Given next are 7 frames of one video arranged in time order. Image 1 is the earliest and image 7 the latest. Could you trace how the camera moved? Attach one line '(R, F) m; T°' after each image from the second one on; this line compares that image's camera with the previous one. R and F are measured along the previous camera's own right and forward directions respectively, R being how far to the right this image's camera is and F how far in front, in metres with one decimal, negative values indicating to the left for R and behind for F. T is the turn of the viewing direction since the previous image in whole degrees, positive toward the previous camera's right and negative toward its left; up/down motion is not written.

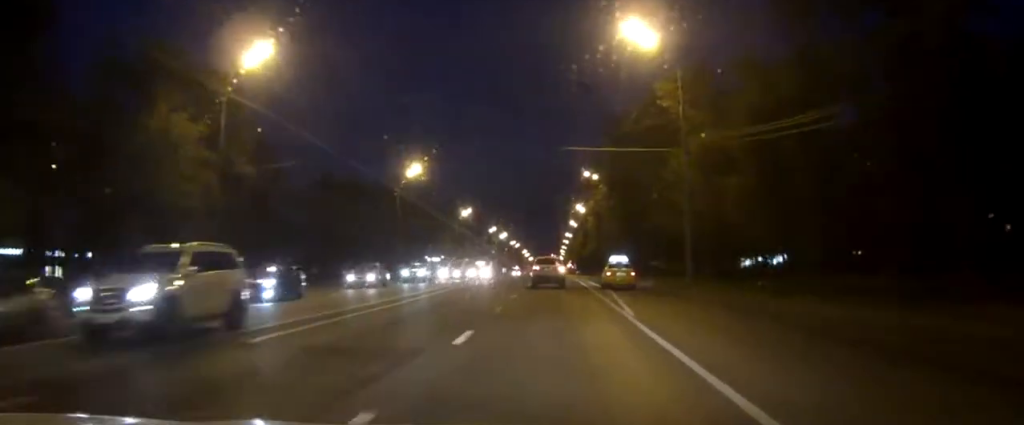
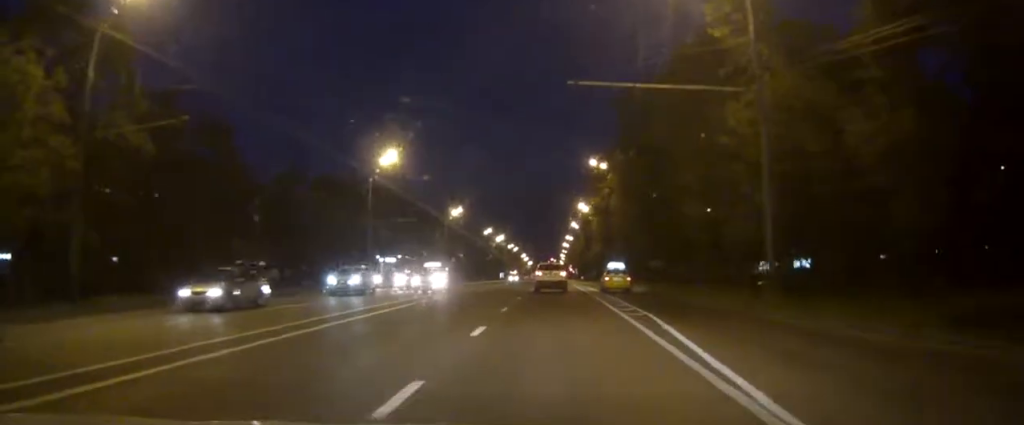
(0.0, +14.3) m; 0°
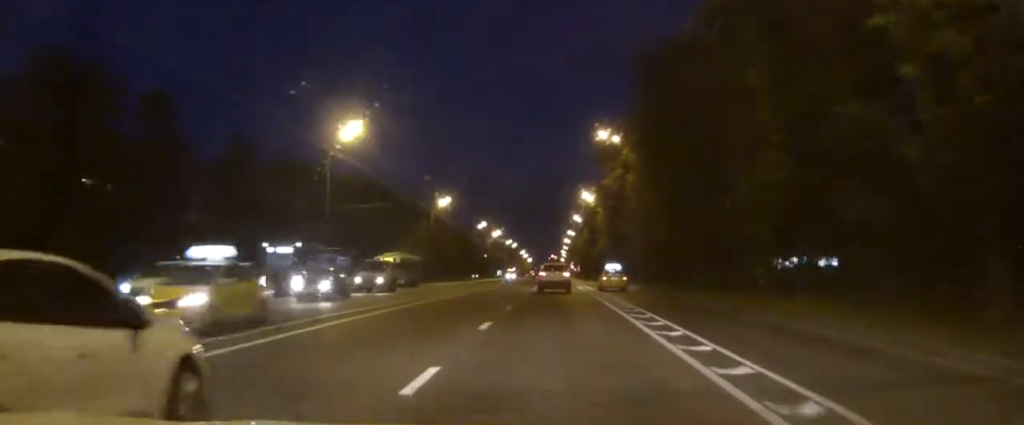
(0.0, +15.3) m; -1°
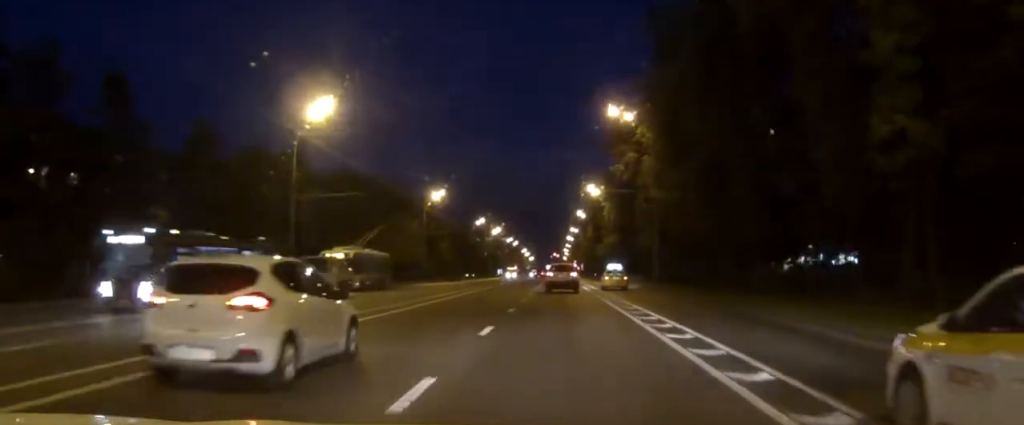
(-0.2, +9.0) m; 0°
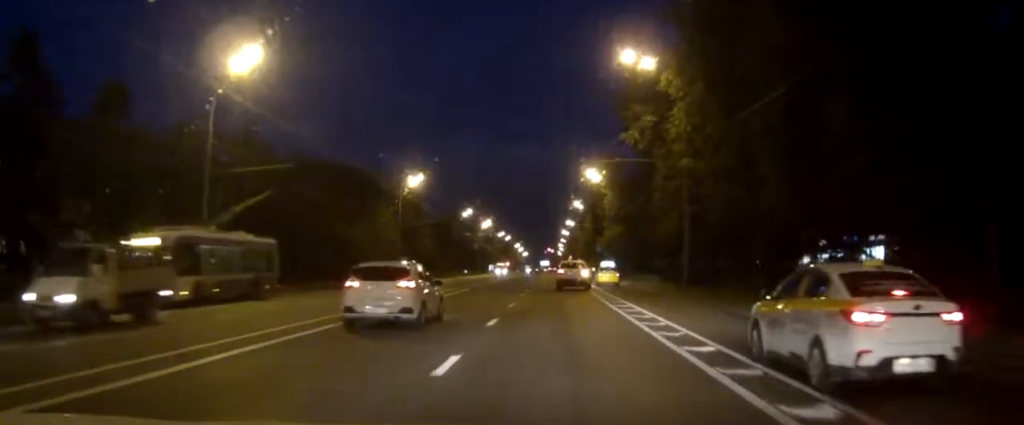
(+0.1, +13.6) m; +2°
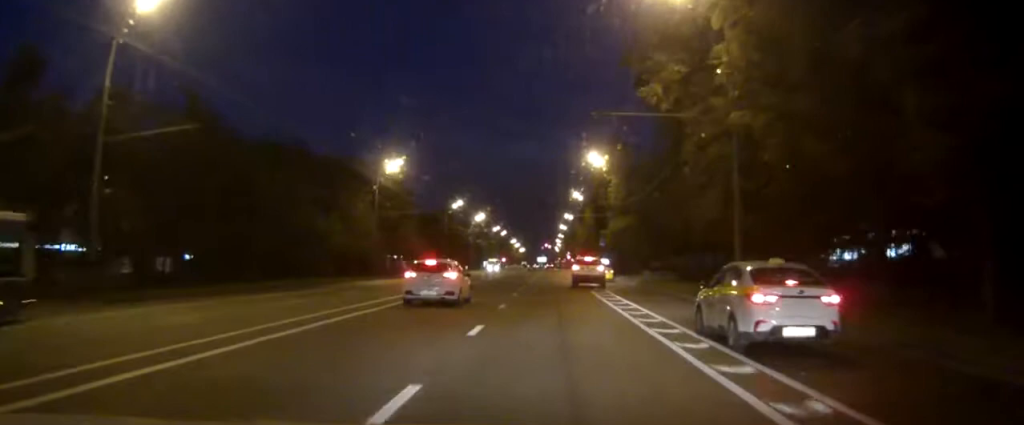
(+0.2, +11.3) m; 0°
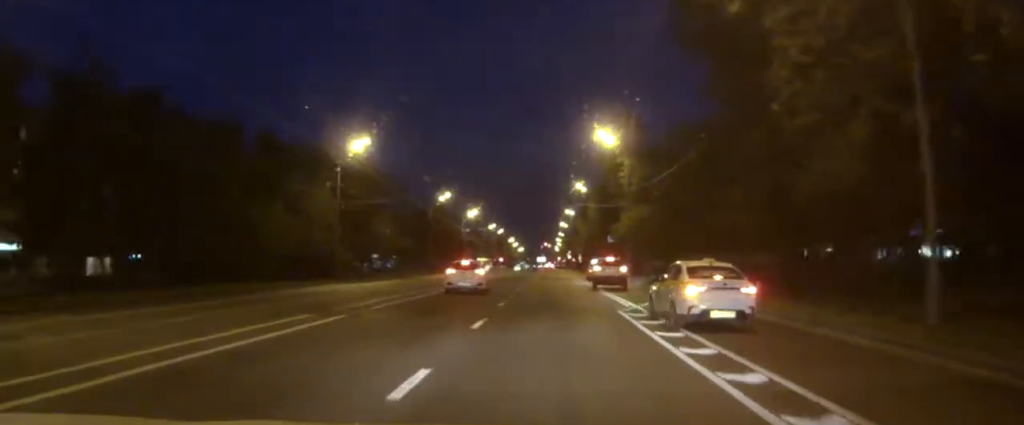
(-0.1, +15.5) m; 0°
